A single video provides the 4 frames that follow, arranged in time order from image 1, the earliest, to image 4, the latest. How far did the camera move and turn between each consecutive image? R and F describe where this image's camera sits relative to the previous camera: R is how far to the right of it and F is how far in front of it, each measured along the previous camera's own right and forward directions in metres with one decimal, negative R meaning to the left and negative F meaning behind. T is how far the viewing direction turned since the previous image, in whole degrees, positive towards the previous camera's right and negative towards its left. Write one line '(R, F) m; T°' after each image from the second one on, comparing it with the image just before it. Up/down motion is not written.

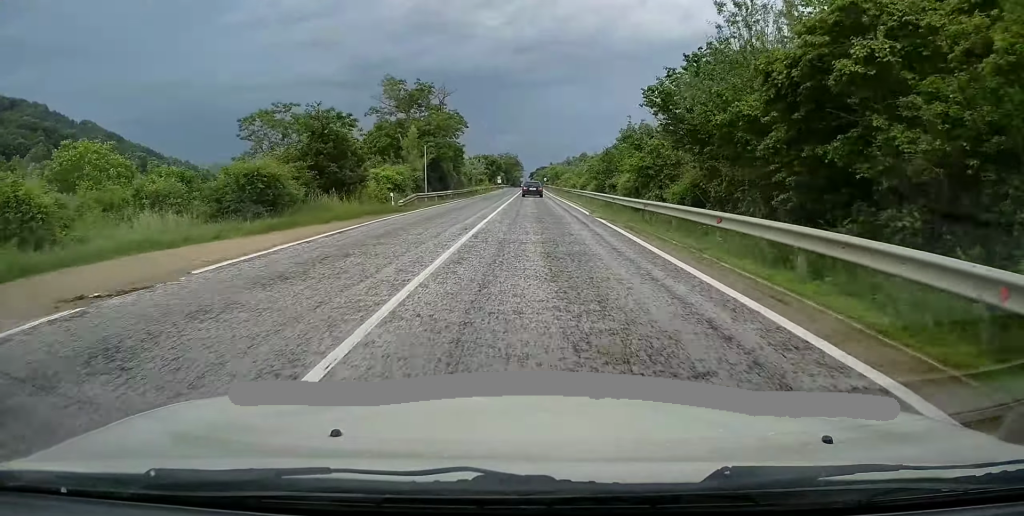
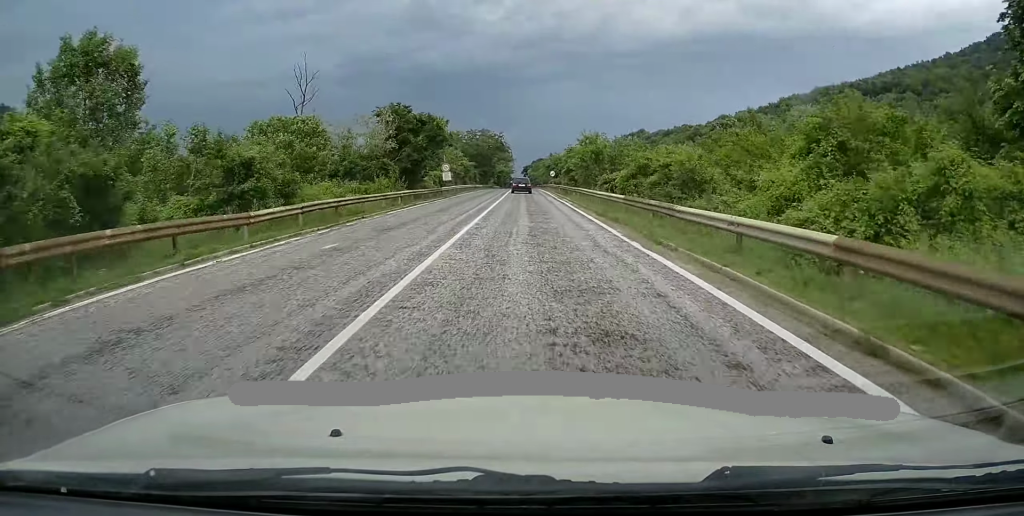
(+1.1, +82.0) m; +1°
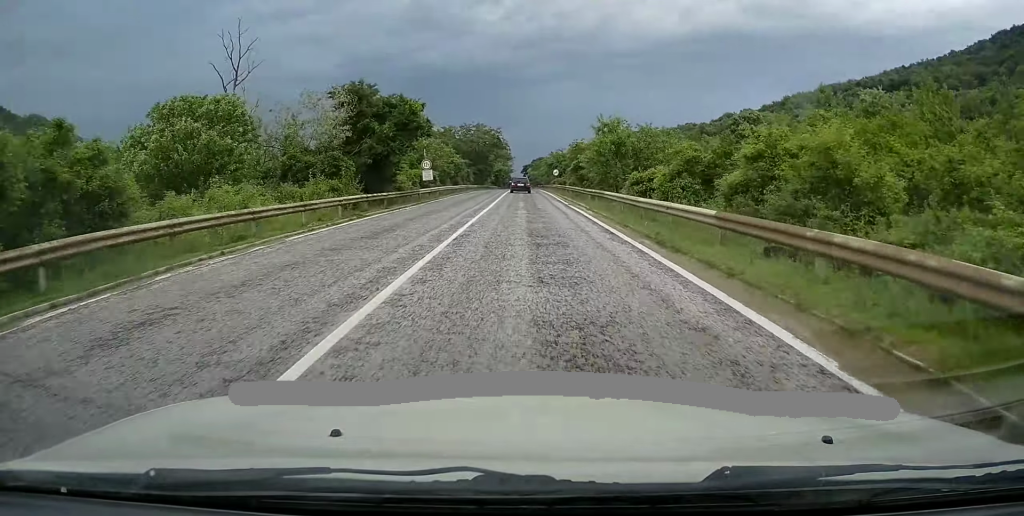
(+0.2, +10.6) m; 0°
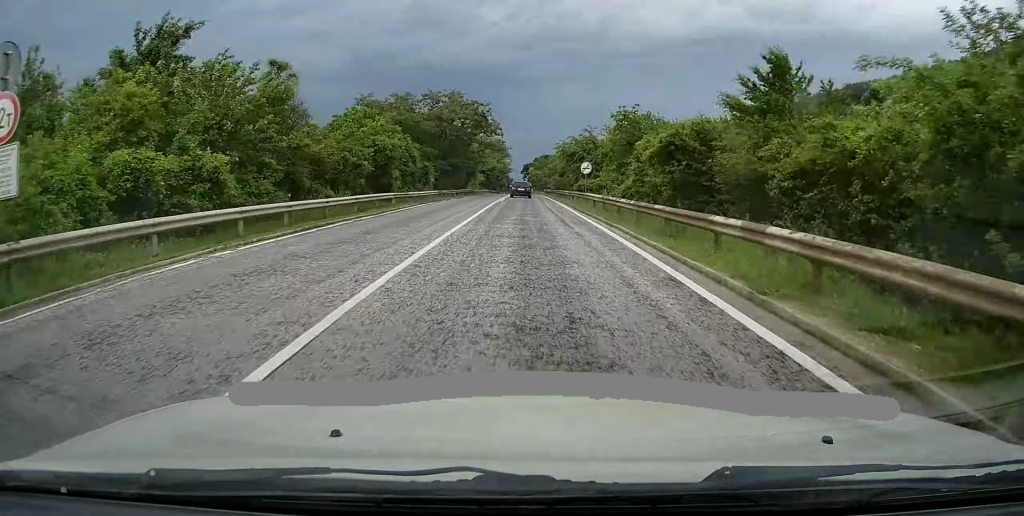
(-0.2, +38.1) m; 0°
